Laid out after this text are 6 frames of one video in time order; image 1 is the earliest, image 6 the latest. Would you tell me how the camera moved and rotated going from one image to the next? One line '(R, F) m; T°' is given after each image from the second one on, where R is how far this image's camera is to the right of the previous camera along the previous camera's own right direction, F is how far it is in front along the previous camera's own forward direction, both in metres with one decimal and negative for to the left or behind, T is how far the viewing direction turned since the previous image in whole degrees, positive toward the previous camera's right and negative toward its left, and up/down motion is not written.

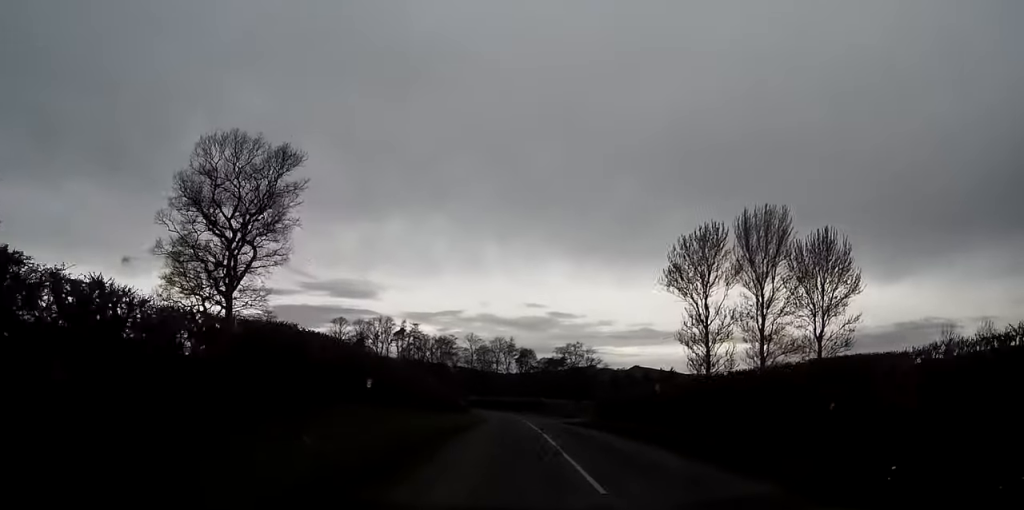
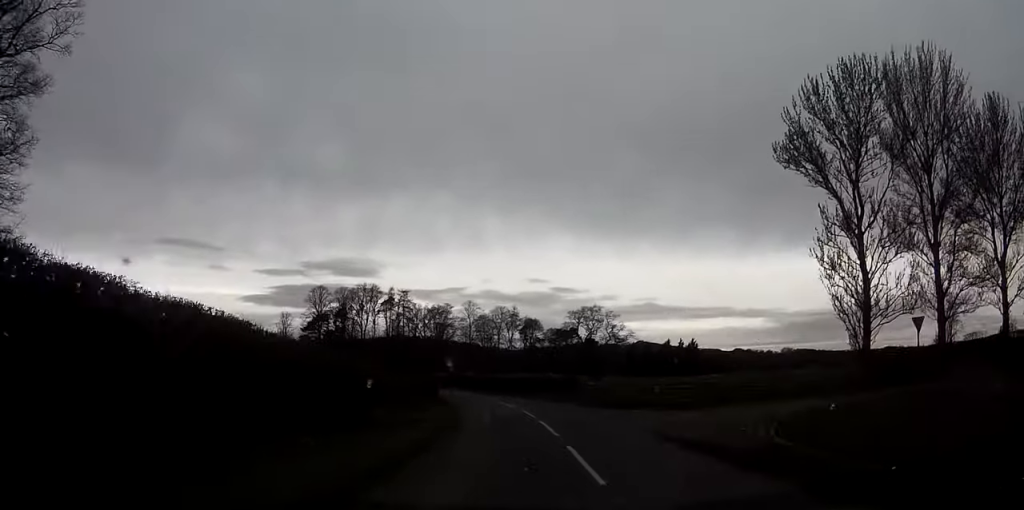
(+0.1, +35.4) m; -1°
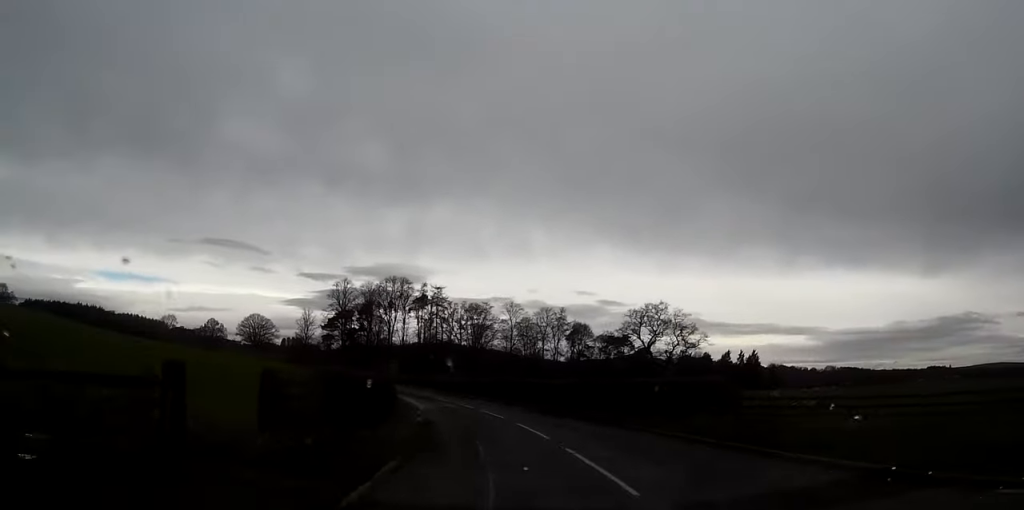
(-1.3, +28.5) m; -5°
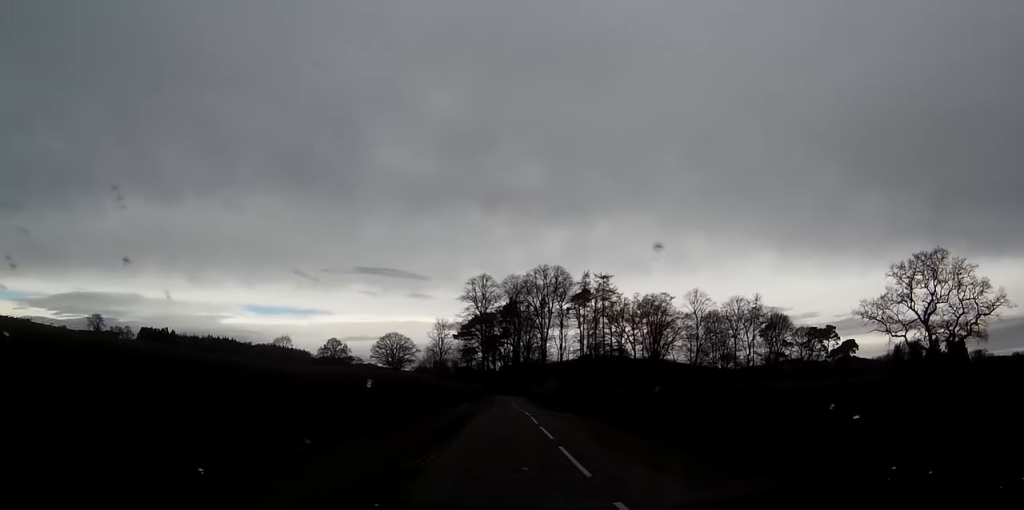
(-1.2, +51.2) m; -6°
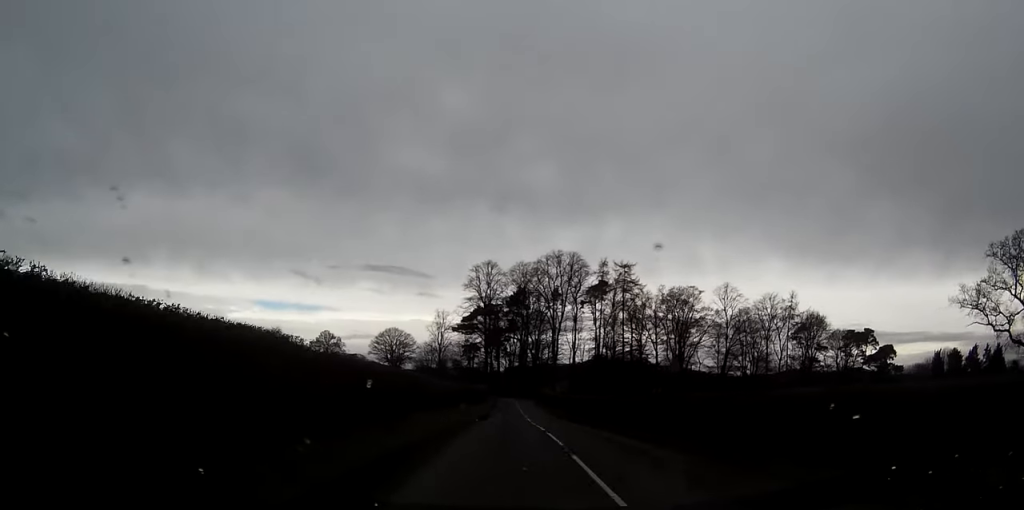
(-1.5, +20.8) m; -4°
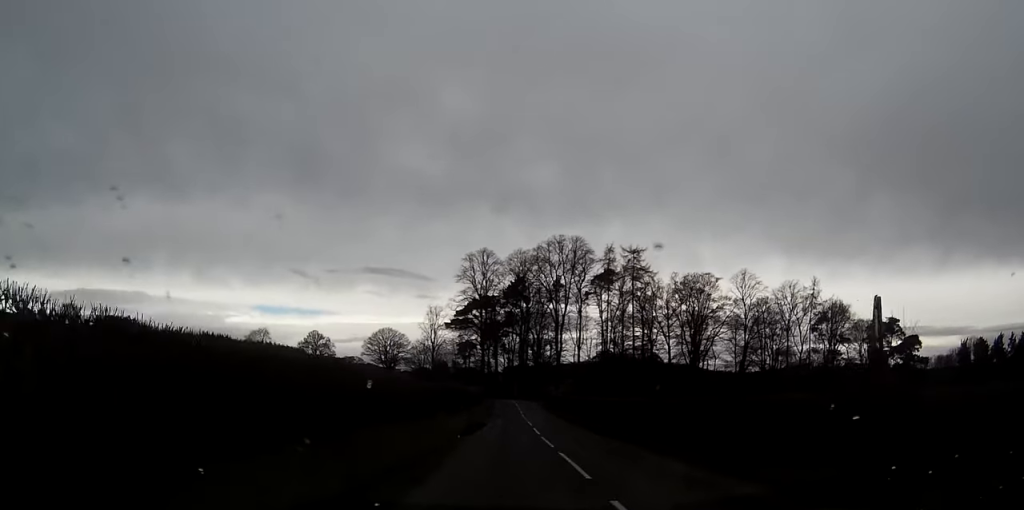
(-0.1, +14.6) m; -1°
